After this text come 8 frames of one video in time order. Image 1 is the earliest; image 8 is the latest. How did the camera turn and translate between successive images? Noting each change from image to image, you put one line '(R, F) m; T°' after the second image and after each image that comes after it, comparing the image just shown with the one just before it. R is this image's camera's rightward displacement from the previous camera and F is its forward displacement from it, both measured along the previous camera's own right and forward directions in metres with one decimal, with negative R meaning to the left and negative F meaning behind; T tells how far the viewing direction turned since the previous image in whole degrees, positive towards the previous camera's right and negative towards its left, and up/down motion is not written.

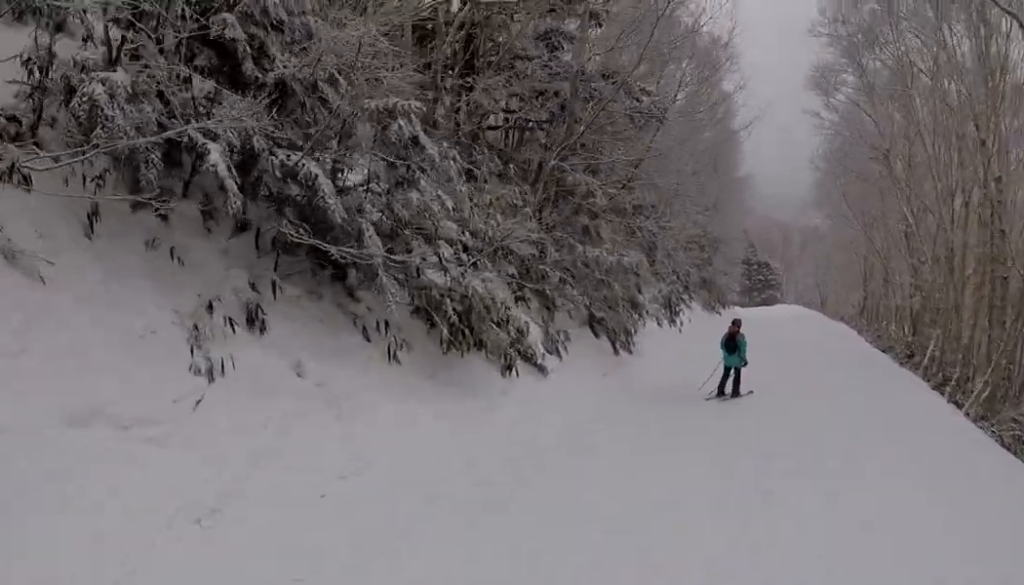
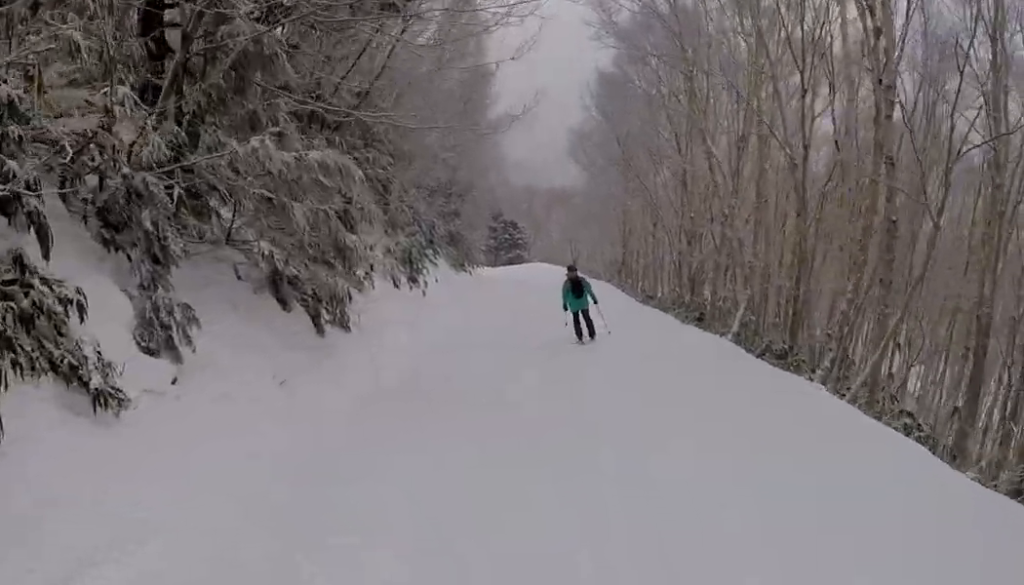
(-0.5, +6.0) m; -1°
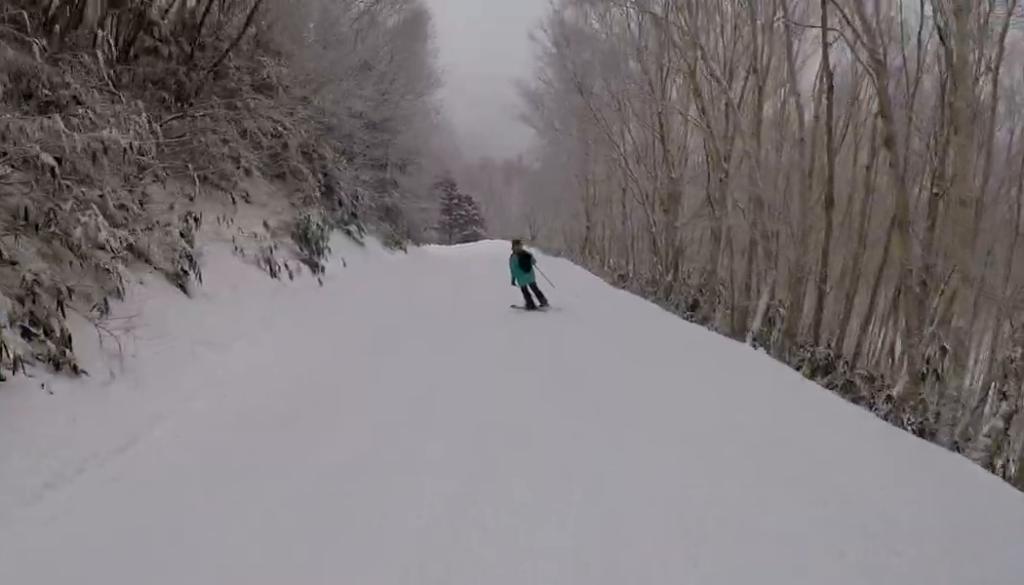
(0.0, +5.5) m; -1°
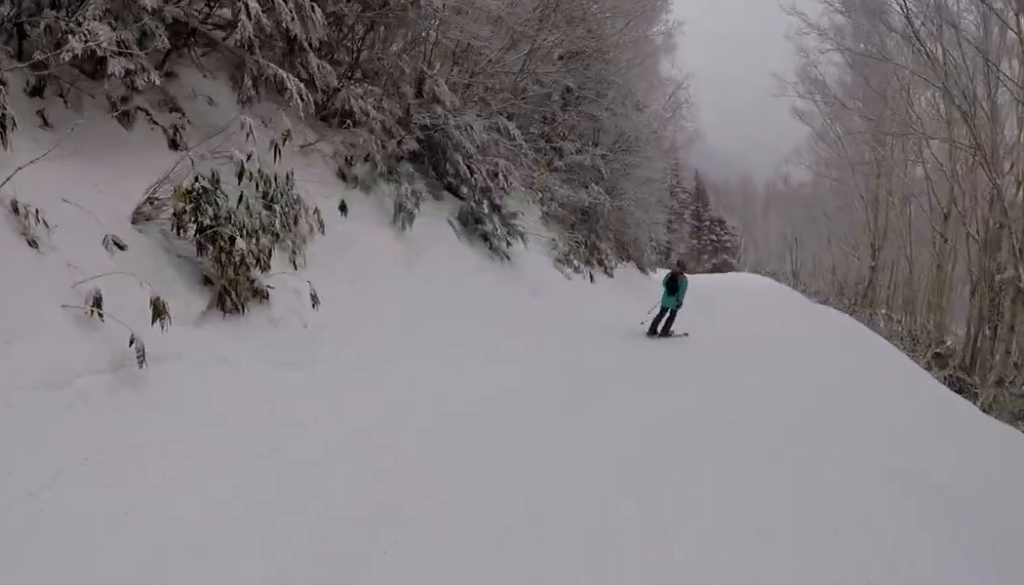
(-0.2, +10.2) m; +2°
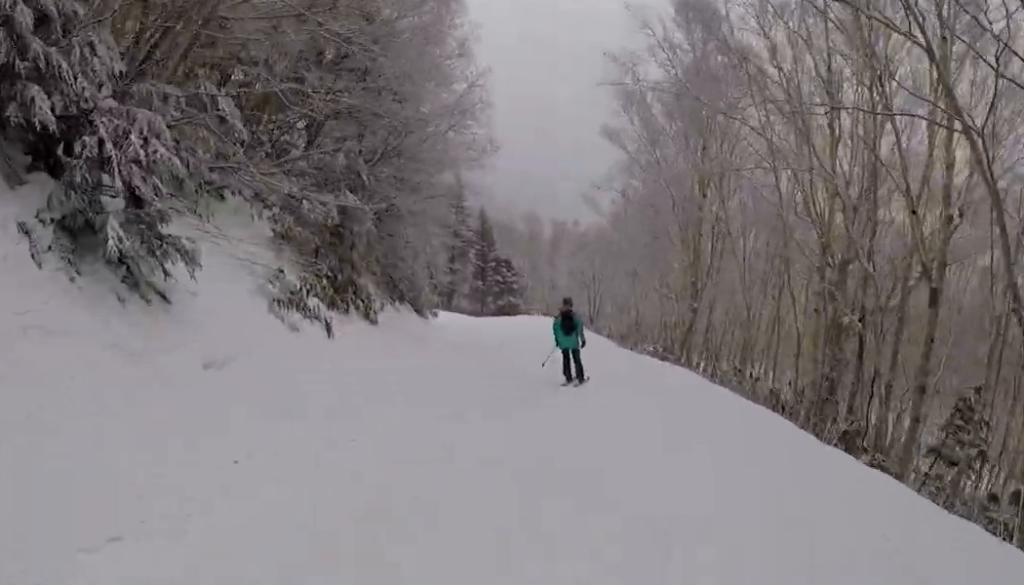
(+0.7, +6.3) m; 0°
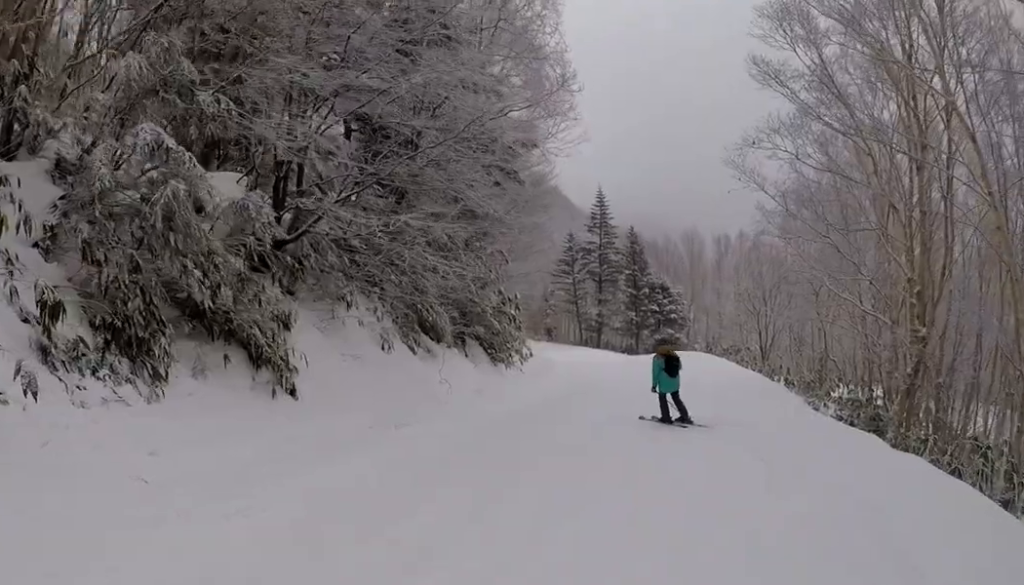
(-1.1, +8.9) m; -8°
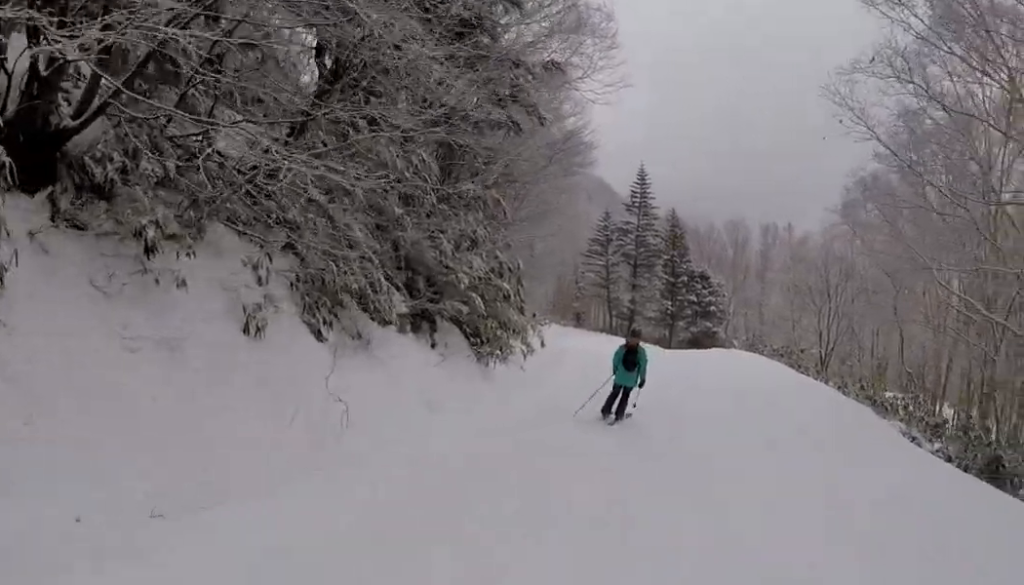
(0.0, +5.5) m; +8°
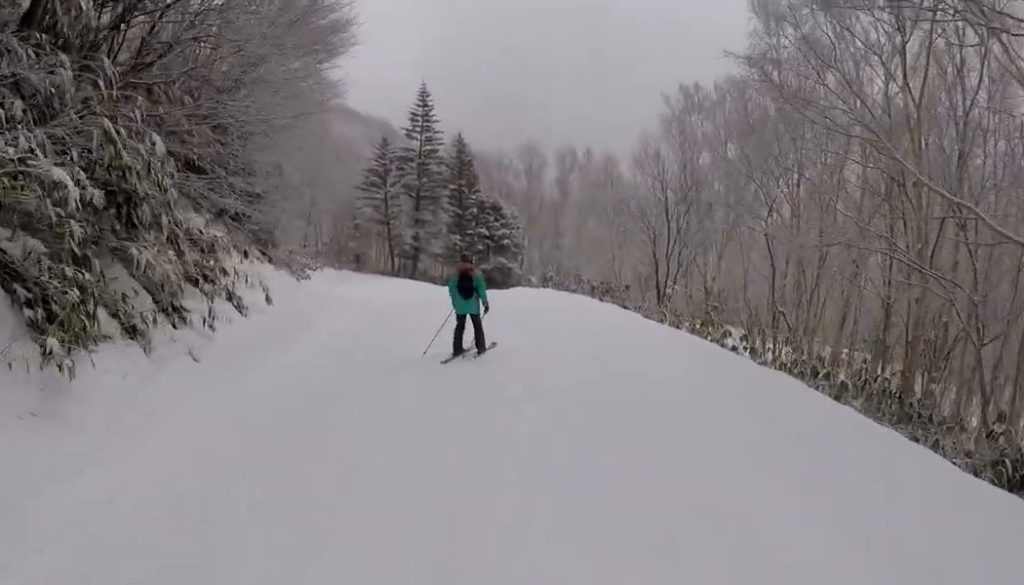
(+0.8, +7.1) m; -3°
